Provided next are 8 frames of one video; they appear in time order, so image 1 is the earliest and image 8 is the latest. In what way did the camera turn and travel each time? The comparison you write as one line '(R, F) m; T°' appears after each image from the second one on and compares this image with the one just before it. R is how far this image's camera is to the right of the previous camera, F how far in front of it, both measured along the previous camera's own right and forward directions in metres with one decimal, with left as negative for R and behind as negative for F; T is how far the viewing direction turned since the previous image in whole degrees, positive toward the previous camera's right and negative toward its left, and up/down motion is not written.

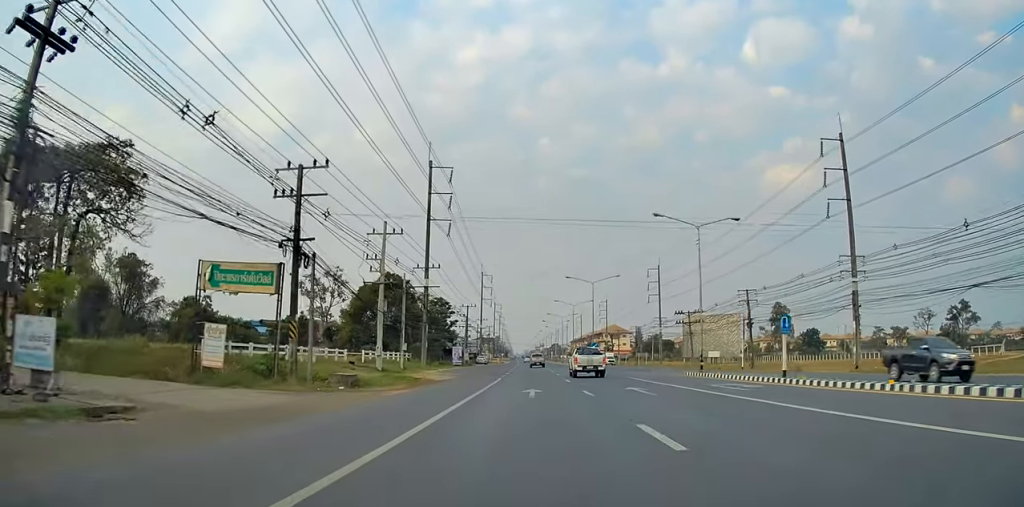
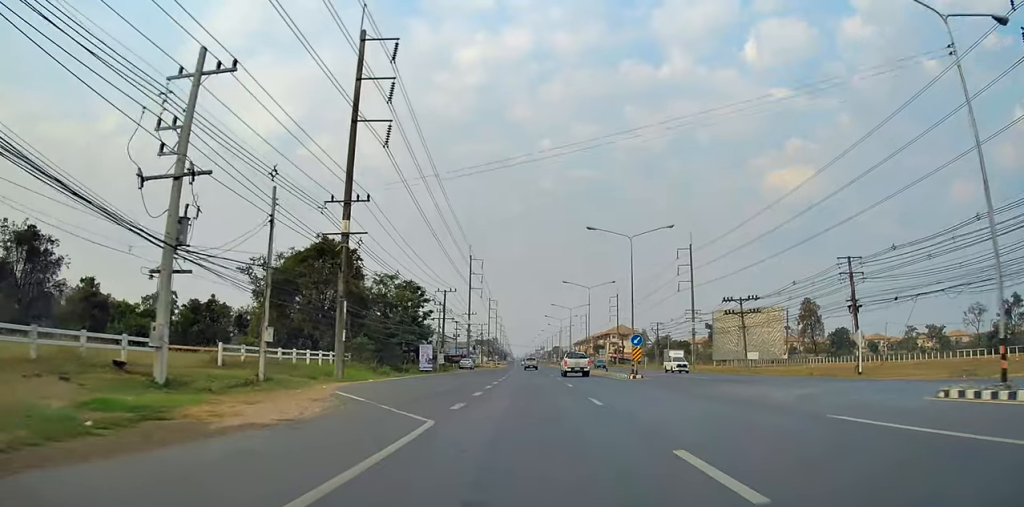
(+0.2, +26.1) m; -1°
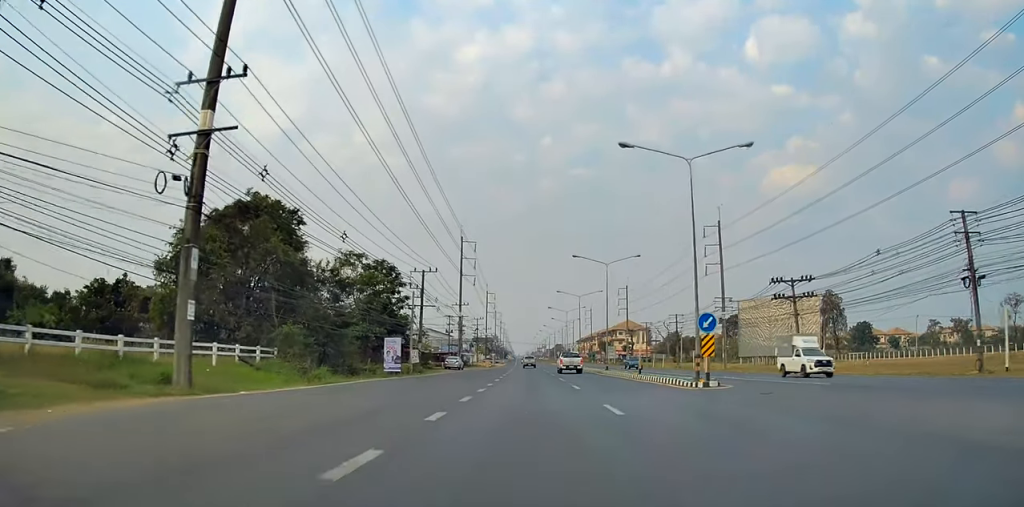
(-0.7, +15.1) m; -1°
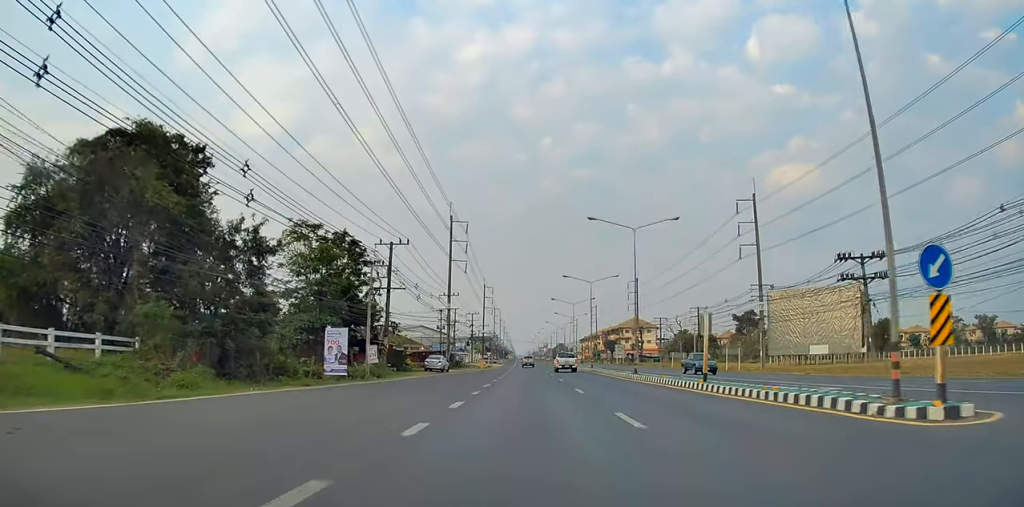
(+0.4, +14.3) m; +1°
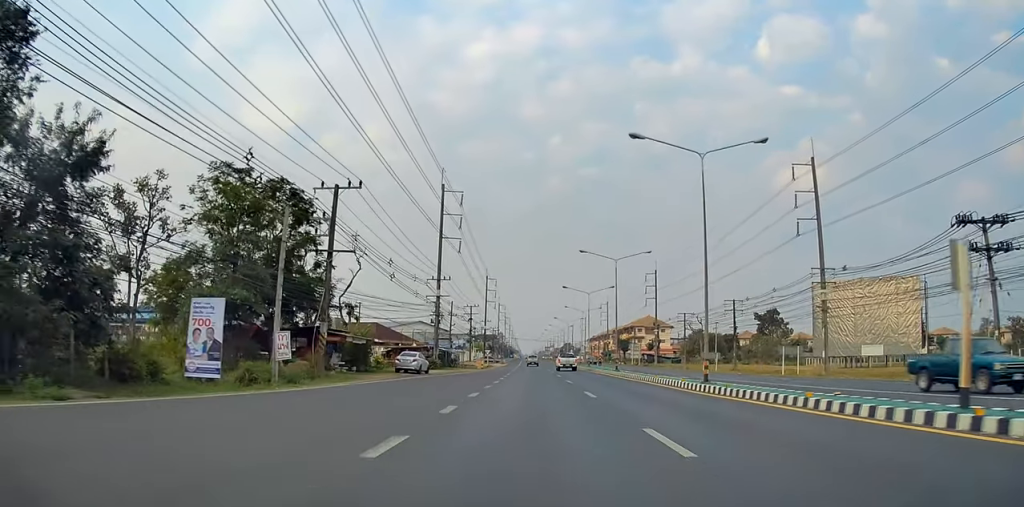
(0.0, +14.6) m; 0°
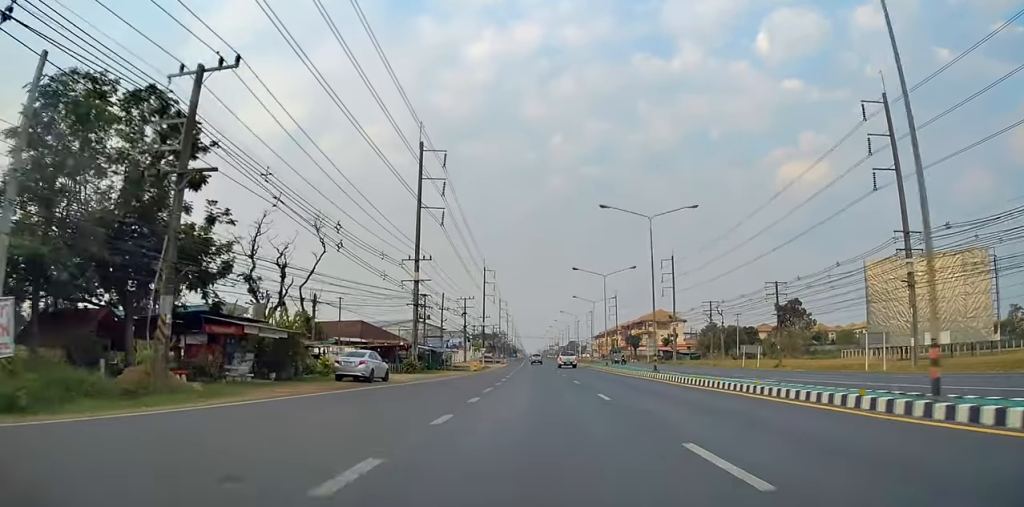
(-0.1, +13.9) m; 0°
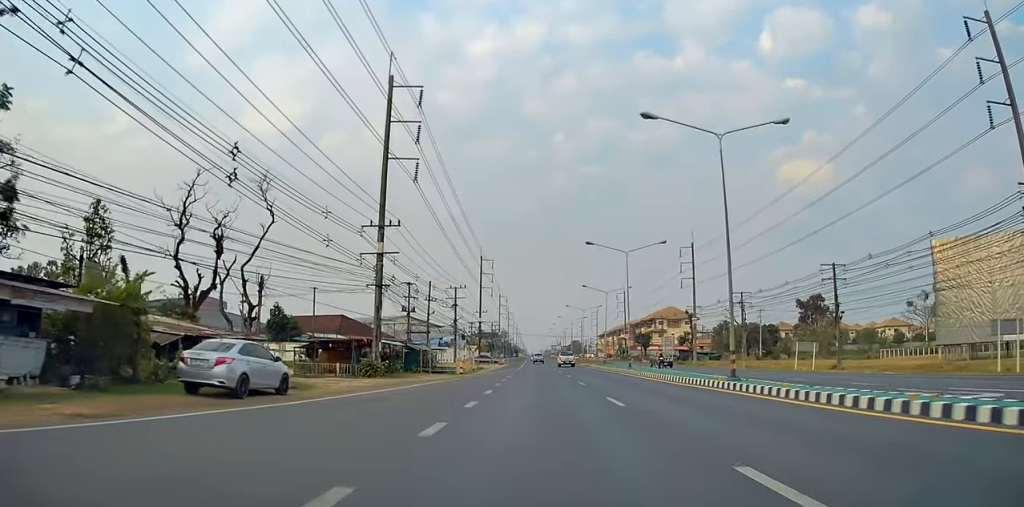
(0.0, +13.8) m; 0°
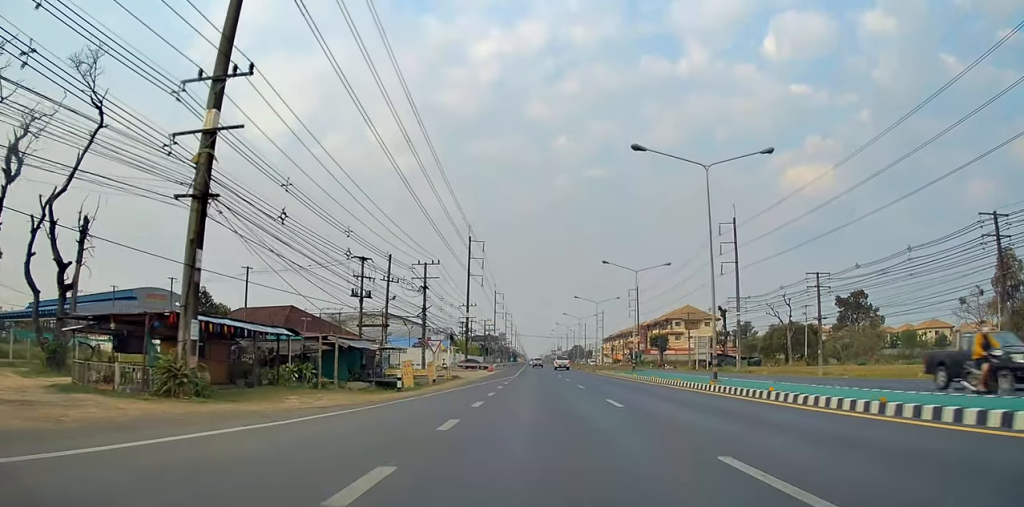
(+0.1, +23.0) m; 0°
